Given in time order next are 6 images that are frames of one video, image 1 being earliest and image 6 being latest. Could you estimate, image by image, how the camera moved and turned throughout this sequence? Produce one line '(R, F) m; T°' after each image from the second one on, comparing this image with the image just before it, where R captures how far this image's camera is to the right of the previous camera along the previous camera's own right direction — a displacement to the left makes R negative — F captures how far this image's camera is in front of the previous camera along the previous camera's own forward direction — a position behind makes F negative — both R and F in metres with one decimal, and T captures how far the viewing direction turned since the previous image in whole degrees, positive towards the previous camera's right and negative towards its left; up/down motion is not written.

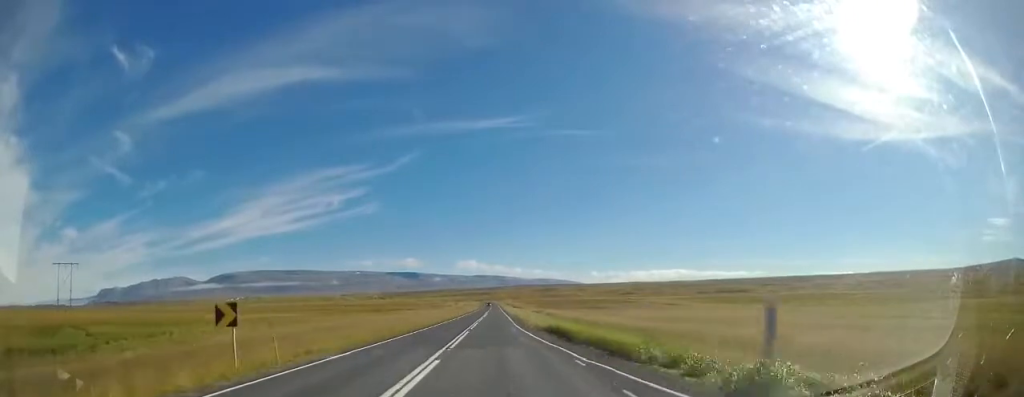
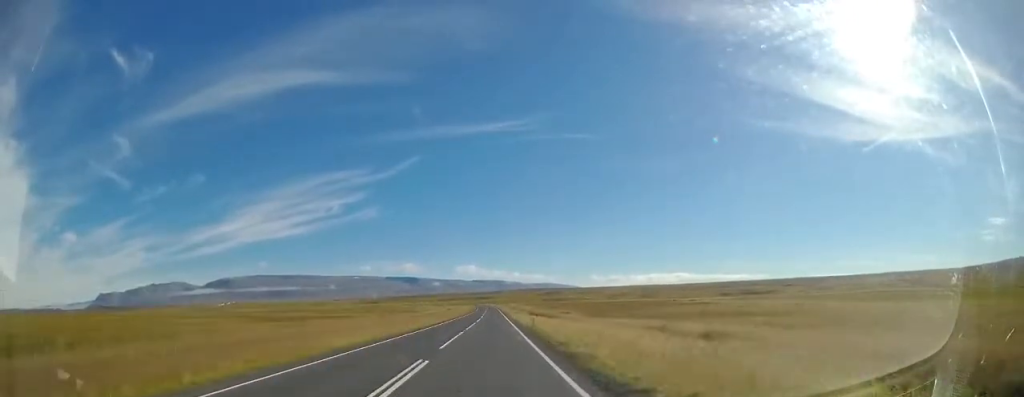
(-0.7, +83.6) m; 0°
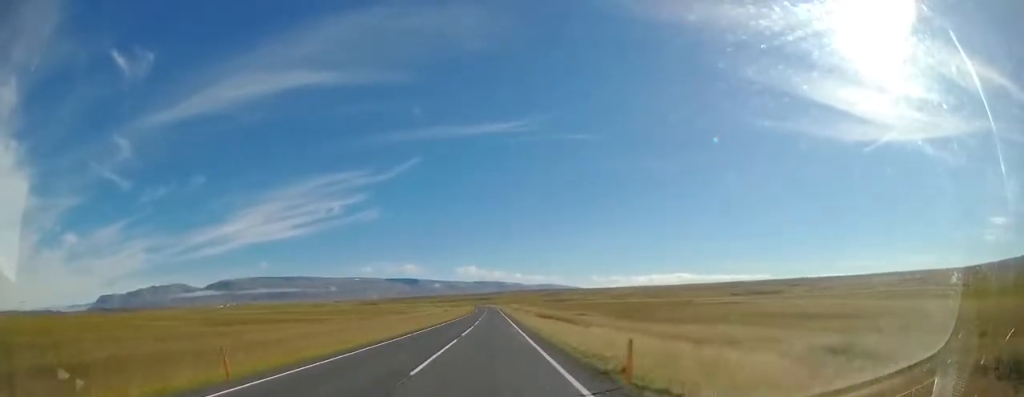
(+0.2, +17.3) m; 0°
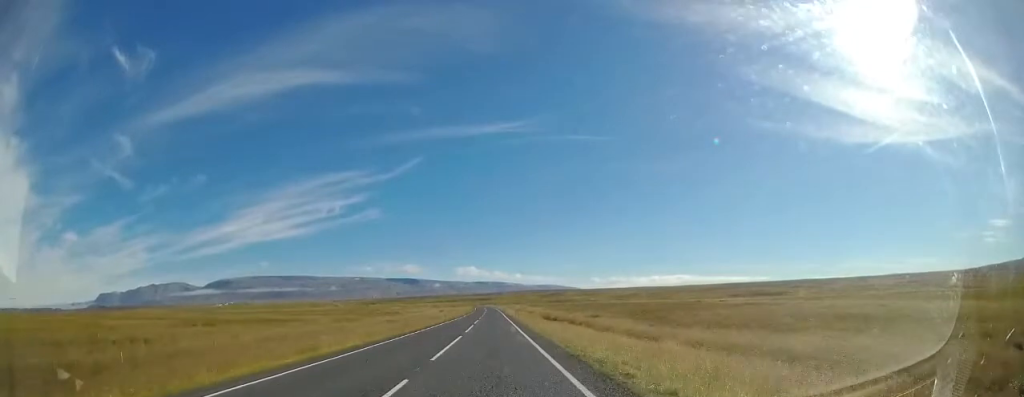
(-0.2, +9.8) m; 0°
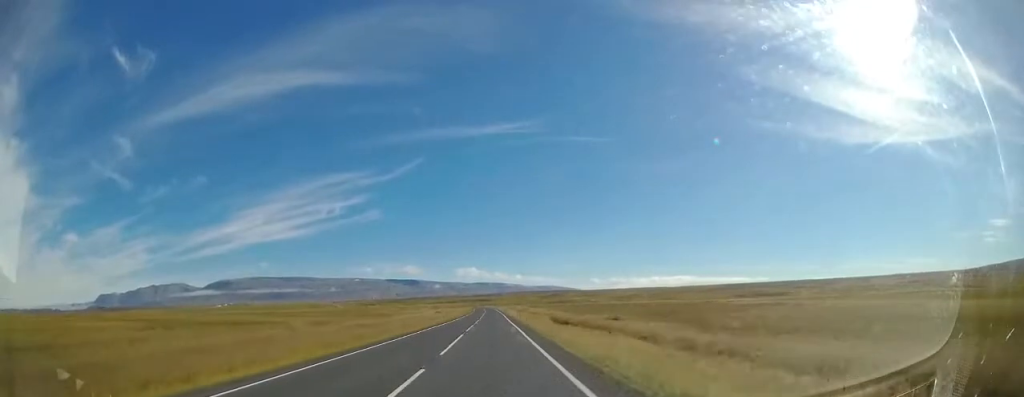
(-0.1, +10.6) m; 0°
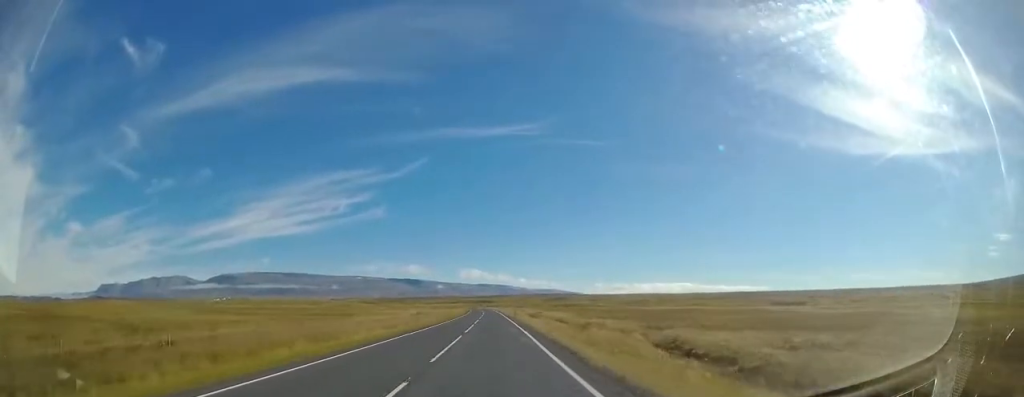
(-0.4, +38.3) m; 0°
